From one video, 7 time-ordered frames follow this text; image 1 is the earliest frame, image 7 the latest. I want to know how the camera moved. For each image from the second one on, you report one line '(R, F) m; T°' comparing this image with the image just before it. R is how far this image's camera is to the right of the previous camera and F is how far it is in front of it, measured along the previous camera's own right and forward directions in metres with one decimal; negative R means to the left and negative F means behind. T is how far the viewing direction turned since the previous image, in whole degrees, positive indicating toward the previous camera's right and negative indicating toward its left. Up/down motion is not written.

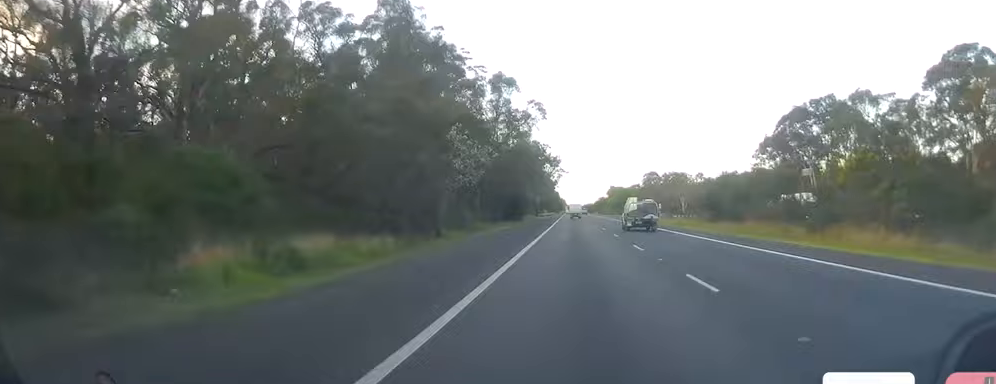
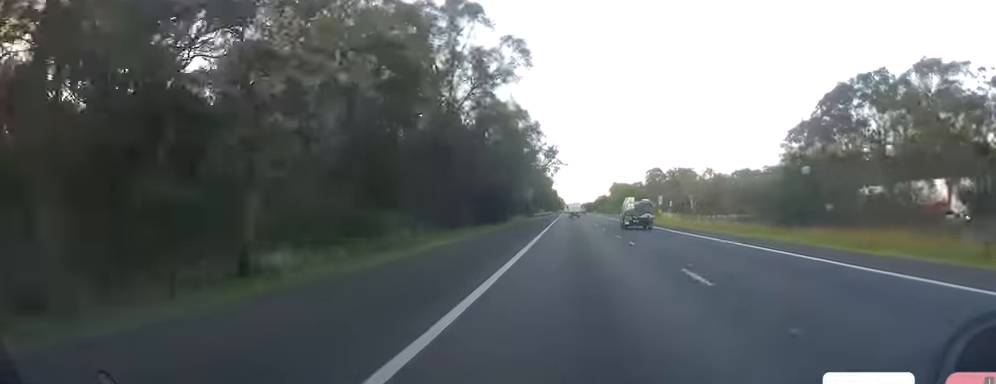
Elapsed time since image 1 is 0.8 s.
(-0.1, +23.0) m; 0°
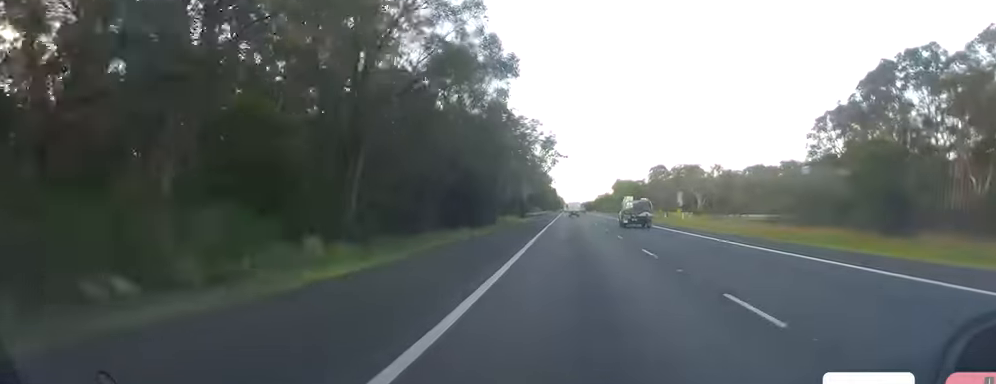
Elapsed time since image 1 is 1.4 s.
(+0.2, +16.4) m; 0°
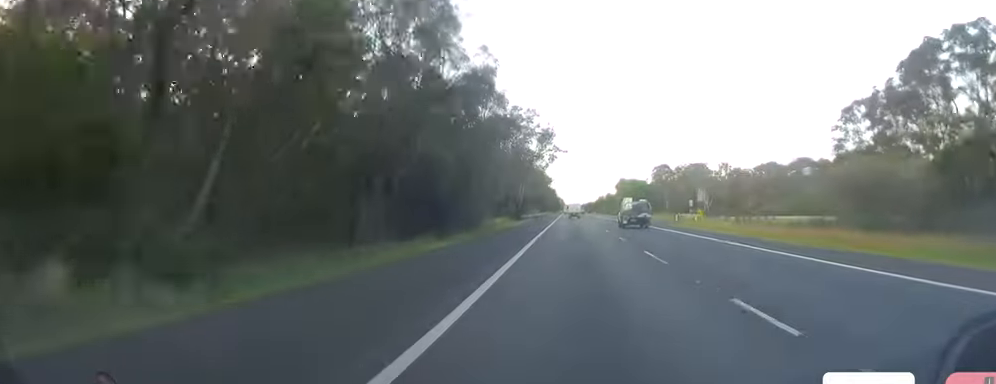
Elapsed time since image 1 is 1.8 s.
(0.0, +12.5) m; 0°
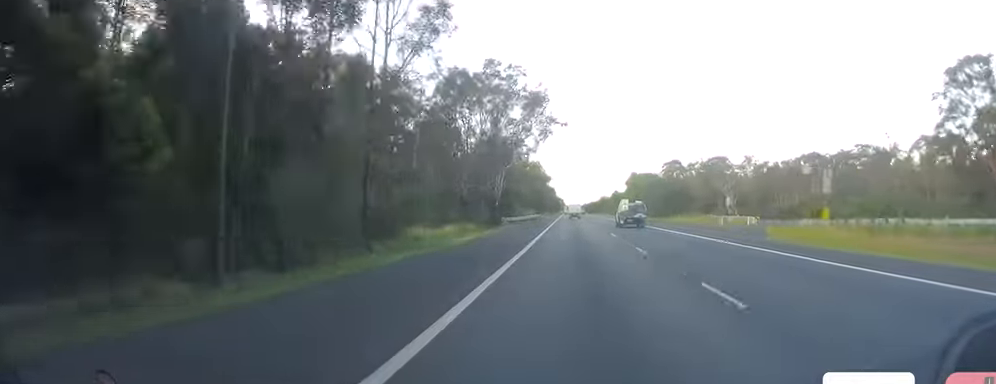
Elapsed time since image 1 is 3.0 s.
(-0.4, +33.5) m; -1°
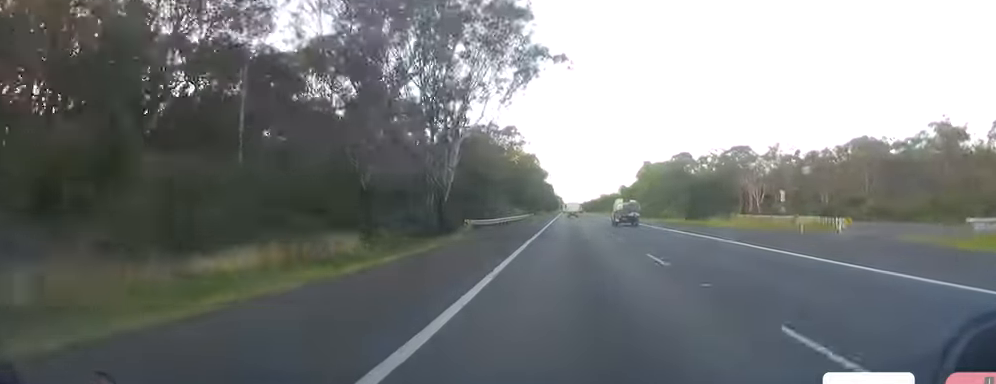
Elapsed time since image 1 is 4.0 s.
(0.0, +28.5) m; 0°
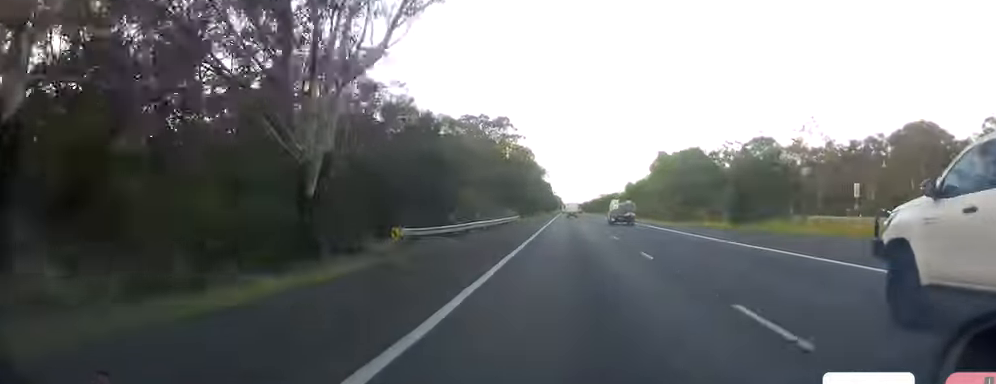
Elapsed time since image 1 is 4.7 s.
(+0.1, +21.9) m; 0°
